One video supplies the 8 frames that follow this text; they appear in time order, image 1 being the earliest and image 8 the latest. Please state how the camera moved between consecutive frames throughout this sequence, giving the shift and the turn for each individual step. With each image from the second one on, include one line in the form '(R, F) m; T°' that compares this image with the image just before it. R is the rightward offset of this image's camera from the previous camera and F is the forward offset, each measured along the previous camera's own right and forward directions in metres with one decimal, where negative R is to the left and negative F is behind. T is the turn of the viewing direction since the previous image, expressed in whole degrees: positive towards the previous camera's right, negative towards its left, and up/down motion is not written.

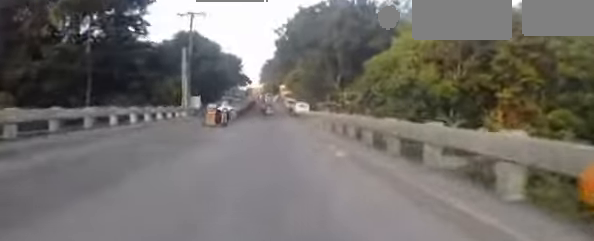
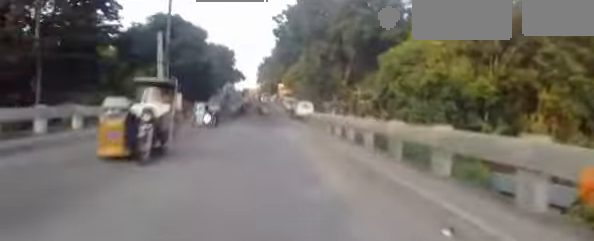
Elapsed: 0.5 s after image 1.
(0.0, +6.0) m; +1°
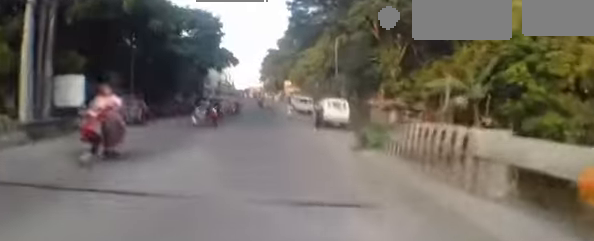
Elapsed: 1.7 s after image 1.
(+0.2, +15.2) m; 0°
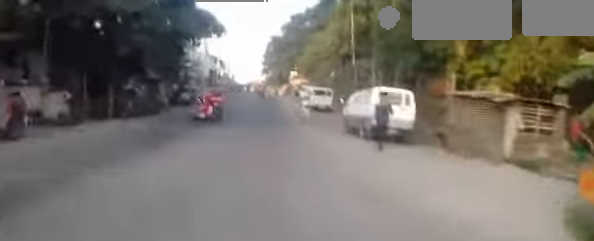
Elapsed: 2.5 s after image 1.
(-0.2, +9.3) m; 0°
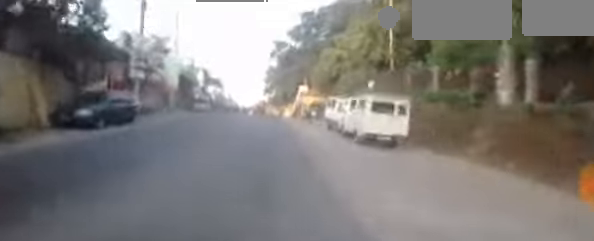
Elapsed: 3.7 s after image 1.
(+0.5, +15.0) m; 0°
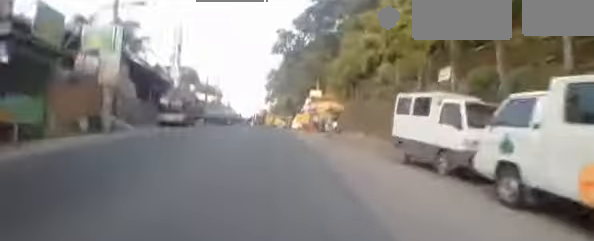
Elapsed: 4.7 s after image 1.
(-0.3, +11.0) m; -2°
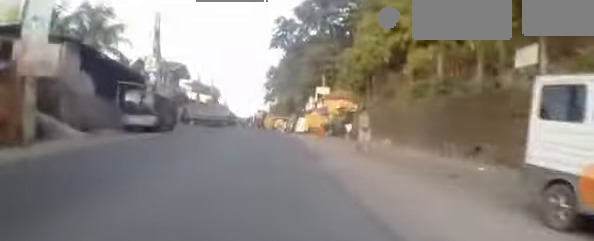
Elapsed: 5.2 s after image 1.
(-0.4, +5.6) m; 0°
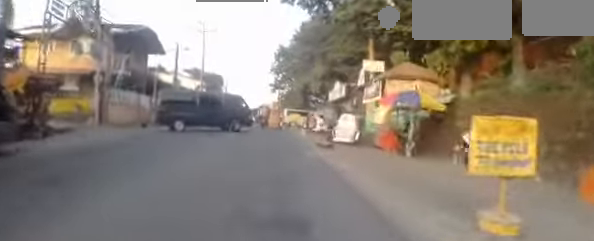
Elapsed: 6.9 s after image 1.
(+0.8, +14.1) m; +1°
